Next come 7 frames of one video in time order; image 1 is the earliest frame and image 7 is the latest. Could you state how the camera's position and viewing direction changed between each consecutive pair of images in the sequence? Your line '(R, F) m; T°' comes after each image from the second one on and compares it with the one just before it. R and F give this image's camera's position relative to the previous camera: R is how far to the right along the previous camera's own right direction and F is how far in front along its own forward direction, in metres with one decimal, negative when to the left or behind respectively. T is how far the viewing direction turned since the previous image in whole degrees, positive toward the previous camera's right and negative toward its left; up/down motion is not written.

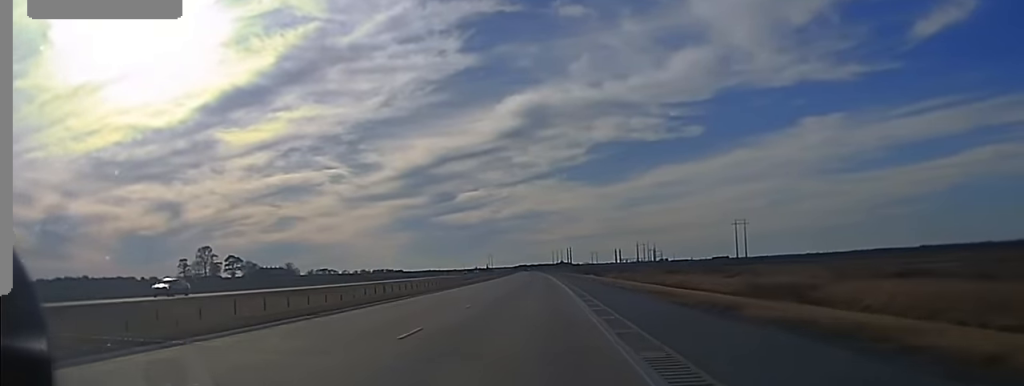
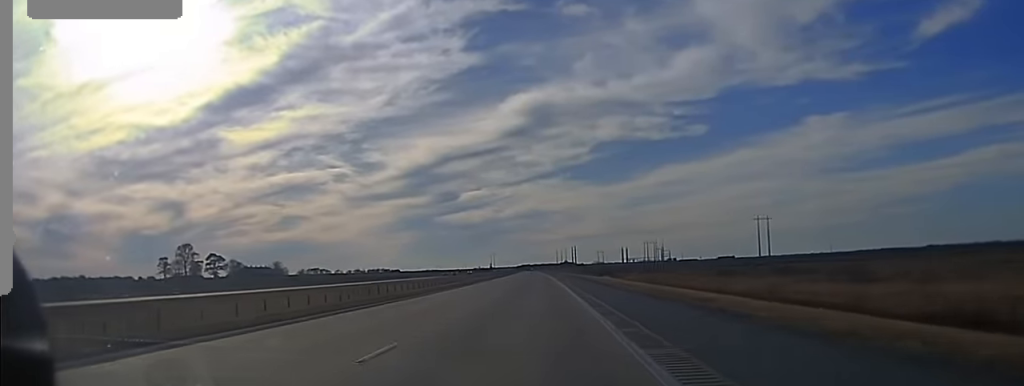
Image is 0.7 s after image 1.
(-0.2, +38.7) m; 0°
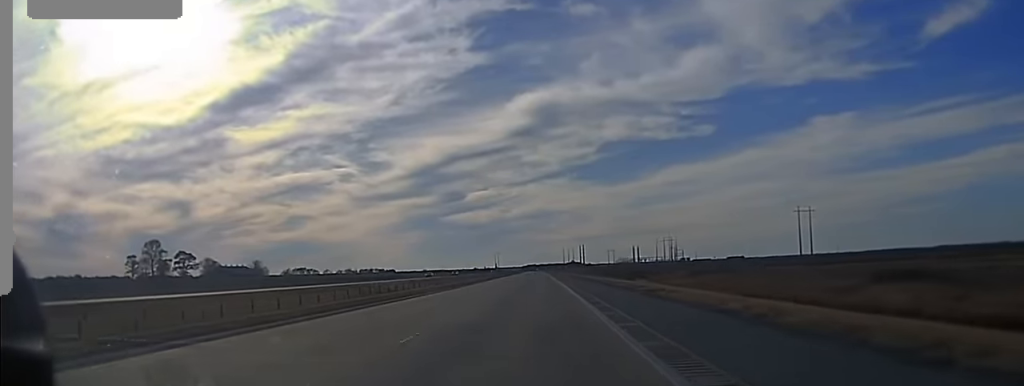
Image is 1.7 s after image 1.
(-0.2, +57.9) m; 0°
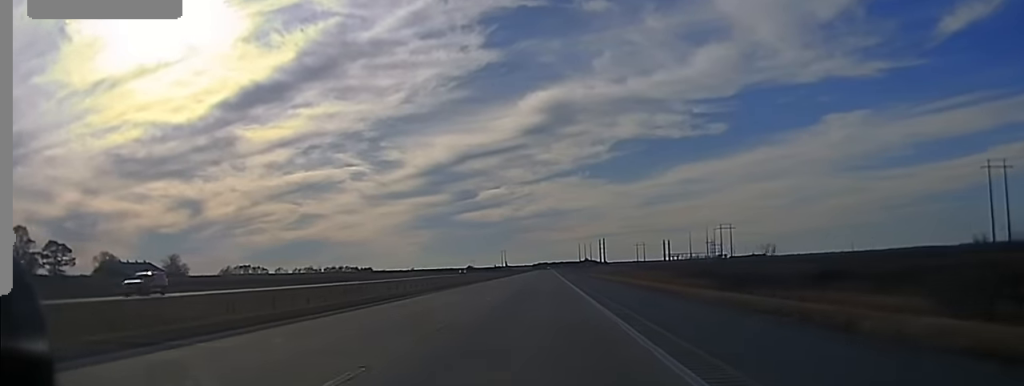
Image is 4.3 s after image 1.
(-0.7, +151.8) m; -1°
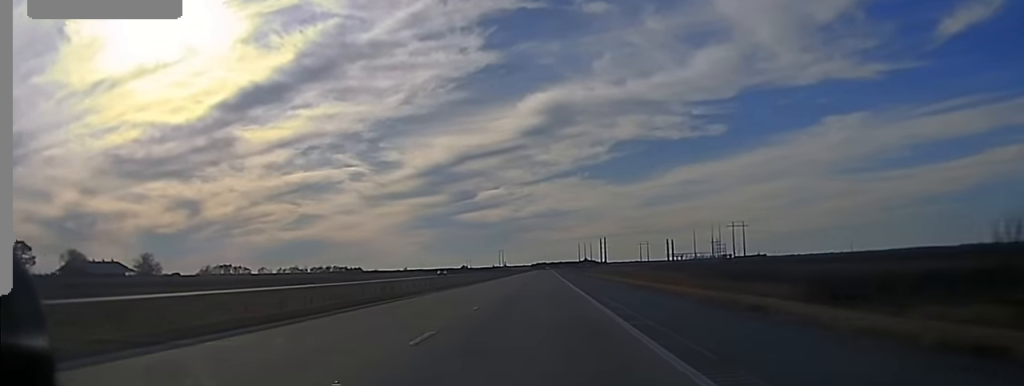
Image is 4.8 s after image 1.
(-0.2, +30.5) m; 0°
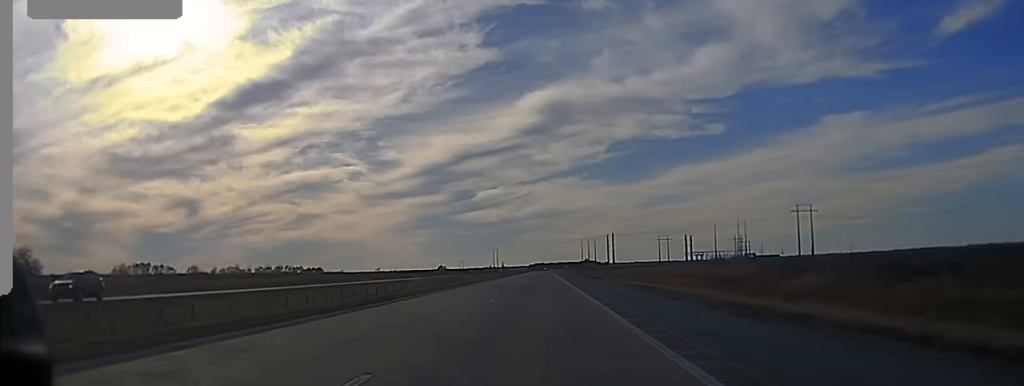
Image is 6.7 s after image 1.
(-0.3, +103.5) m; 0°
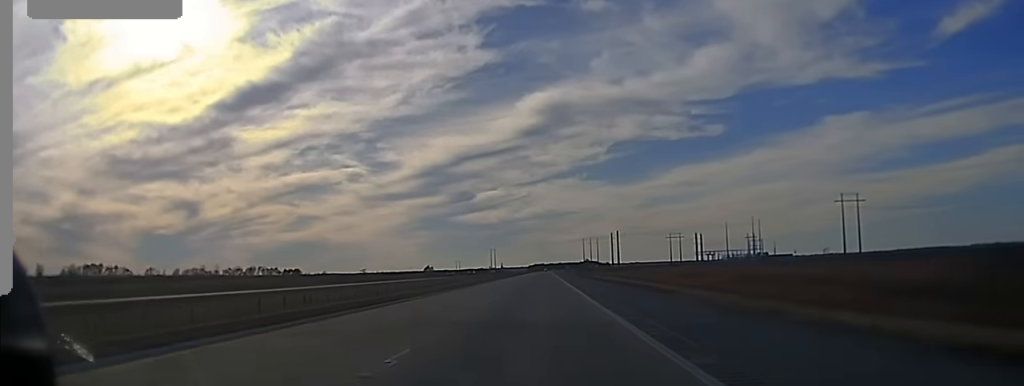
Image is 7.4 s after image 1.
(+0.2, +43.1) m; 0°
